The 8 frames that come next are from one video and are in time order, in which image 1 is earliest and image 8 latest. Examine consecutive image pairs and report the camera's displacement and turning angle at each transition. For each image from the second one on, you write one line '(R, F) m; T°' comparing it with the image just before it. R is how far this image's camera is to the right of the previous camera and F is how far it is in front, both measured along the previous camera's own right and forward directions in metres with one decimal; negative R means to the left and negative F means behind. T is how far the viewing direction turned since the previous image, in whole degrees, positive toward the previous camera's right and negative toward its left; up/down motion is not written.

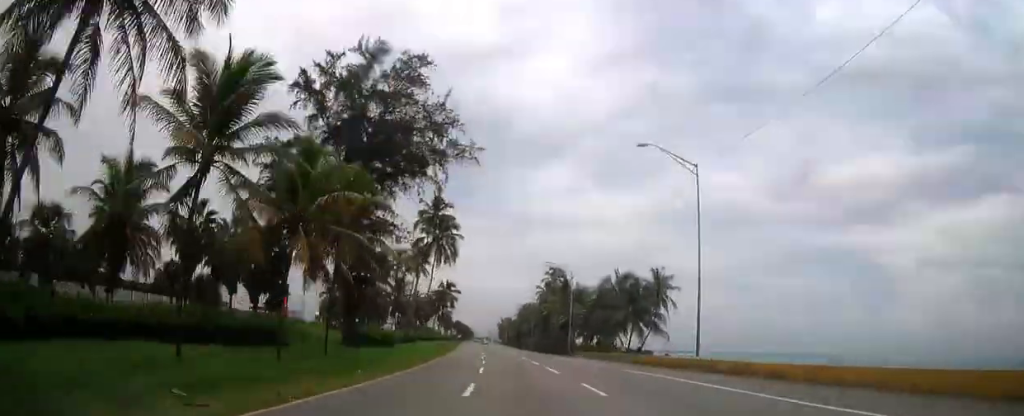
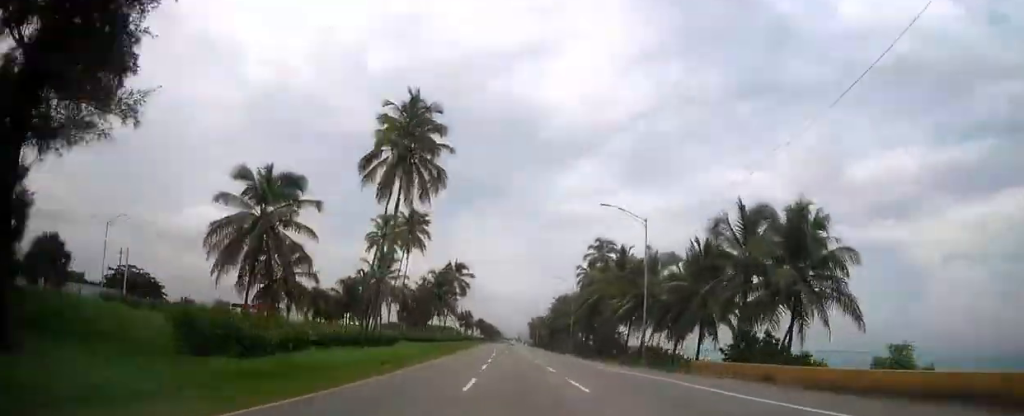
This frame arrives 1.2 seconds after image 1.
(-0.4, +34.2) m; -2°
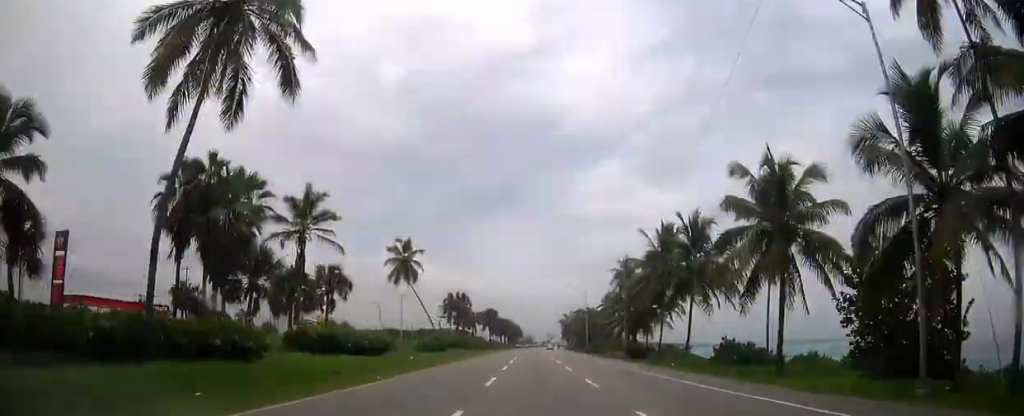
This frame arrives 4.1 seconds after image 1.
(-3.2, +83.4) m; -3°
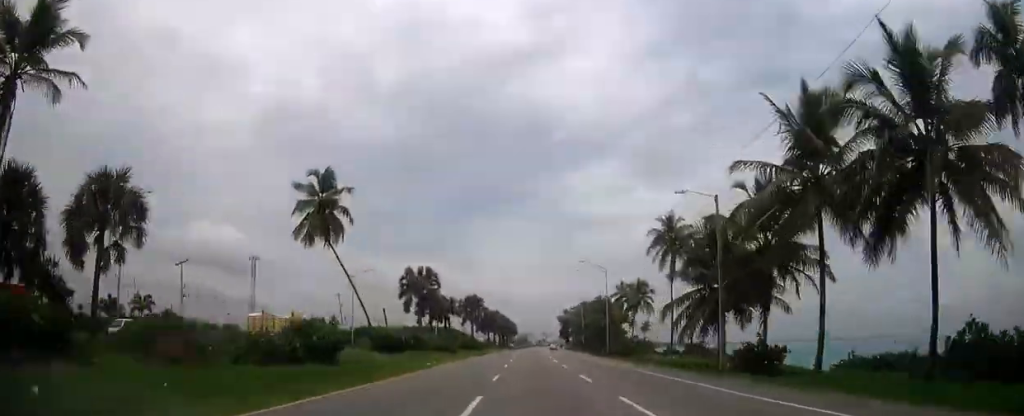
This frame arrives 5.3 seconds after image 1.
(-0.3, +34.2) m; 0°
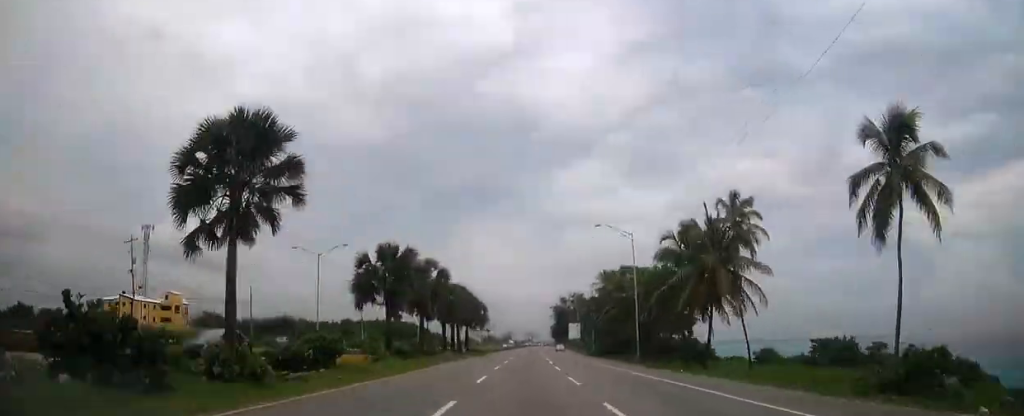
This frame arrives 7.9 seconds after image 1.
(+0.4, +74.6) m; +1°
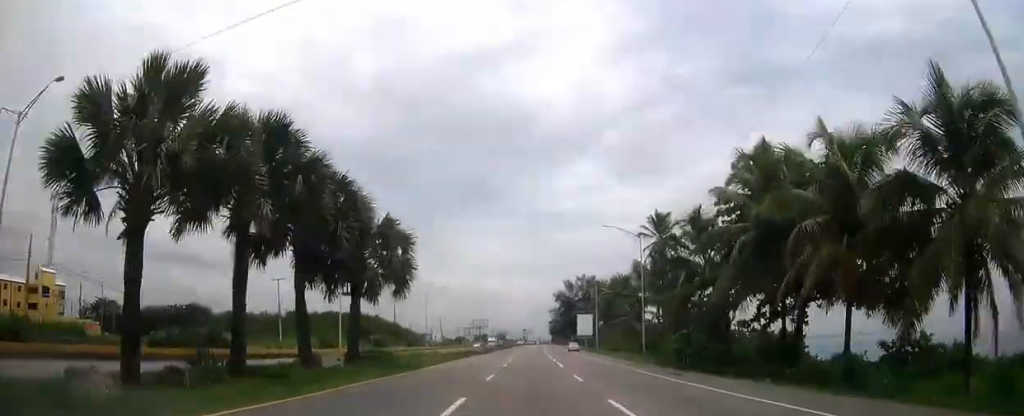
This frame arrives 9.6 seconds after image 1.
(+0.3, +48.5) m; +1°
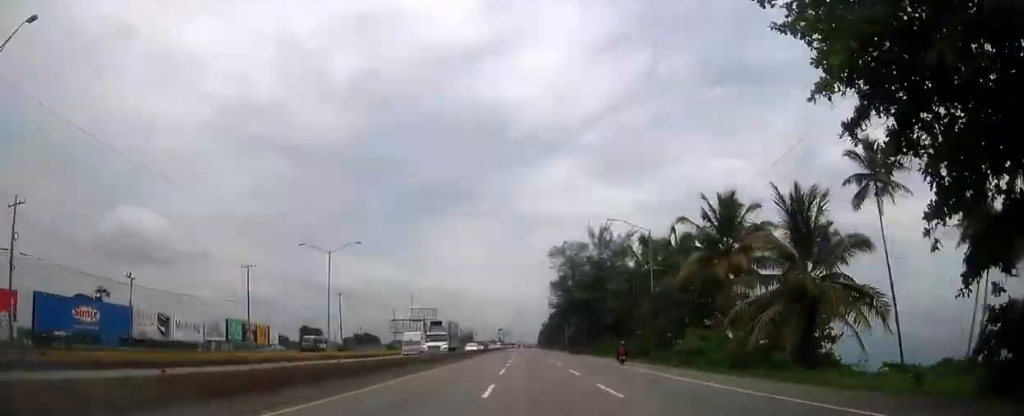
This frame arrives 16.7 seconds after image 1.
(+4.2, +203.3) m; +2°
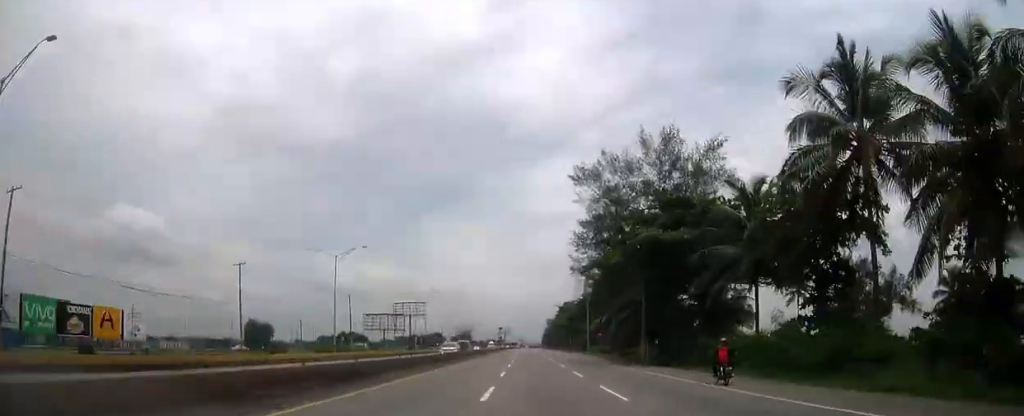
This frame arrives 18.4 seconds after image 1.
(+0.1, +49.4) m; 0°
